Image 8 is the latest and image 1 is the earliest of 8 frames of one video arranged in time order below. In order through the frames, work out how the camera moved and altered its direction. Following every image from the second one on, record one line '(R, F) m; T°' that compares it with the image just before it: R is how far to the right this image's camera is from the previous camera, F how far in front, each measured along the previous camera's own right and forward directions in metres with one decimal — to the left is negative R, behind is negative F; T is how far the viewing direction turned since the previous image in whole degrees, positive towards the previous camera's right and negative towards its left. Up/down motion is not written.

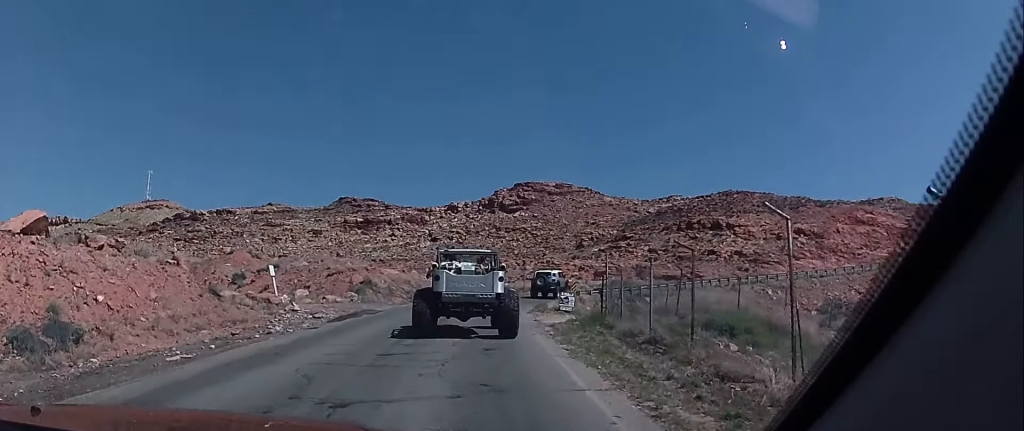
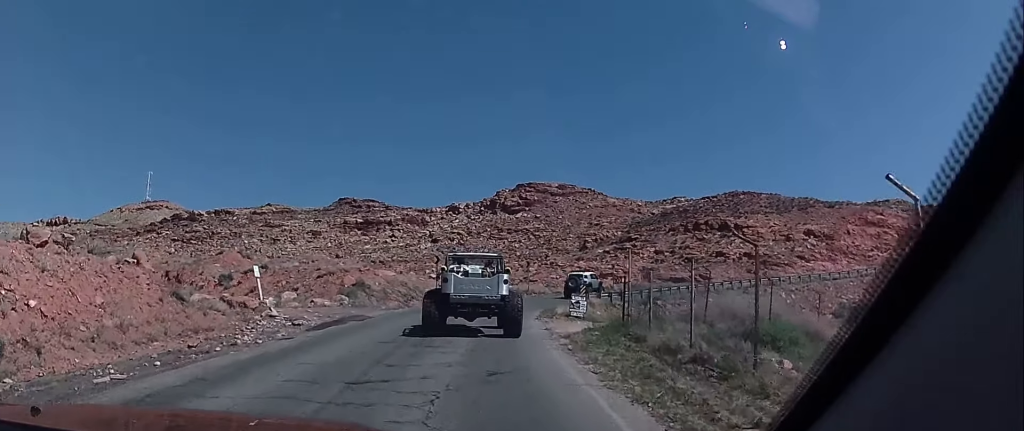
(-0.2, +3.4) m; 0°
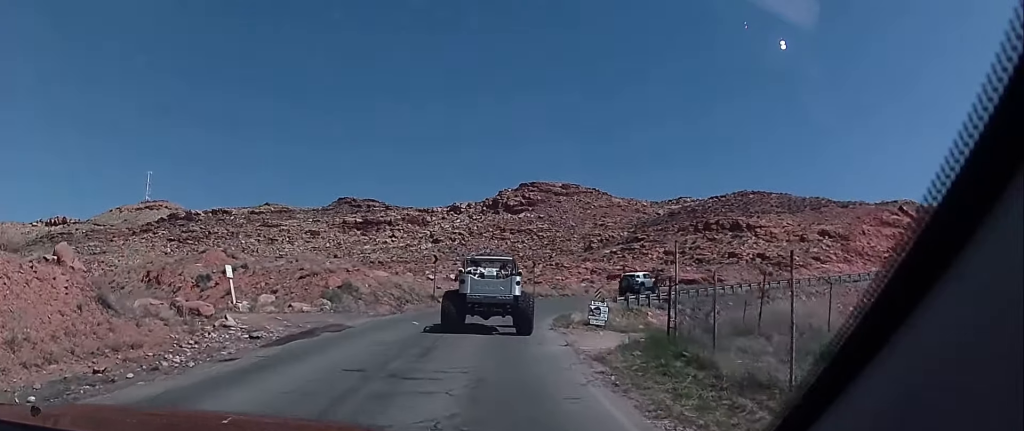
(+0.3, +4.5) m; +4°
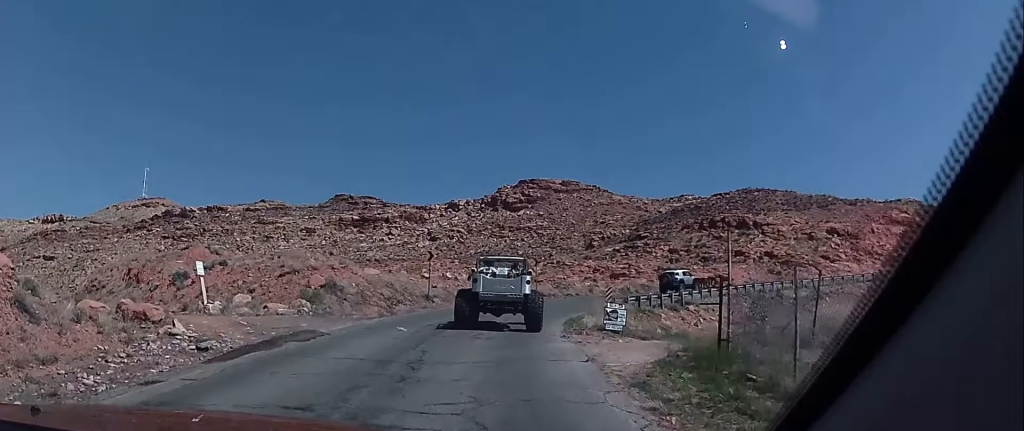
(0.0, +3.2) m; 0°
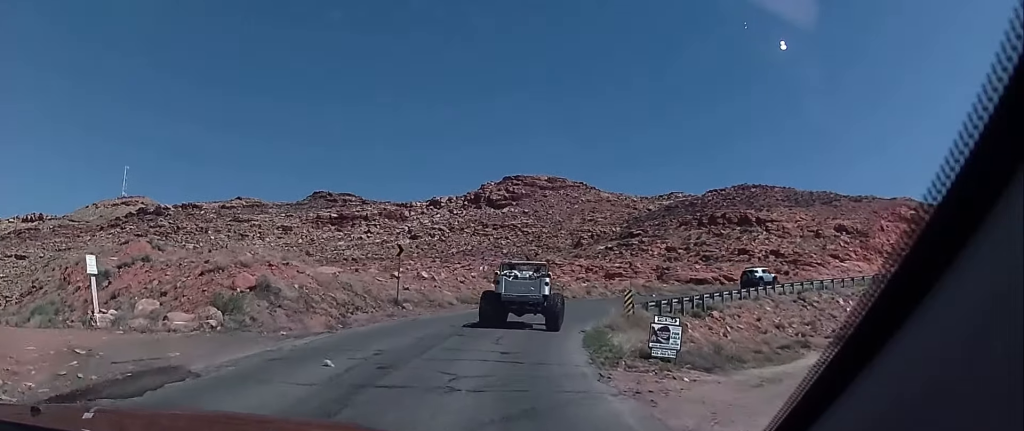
(-0.1, +7.2) m; -2°
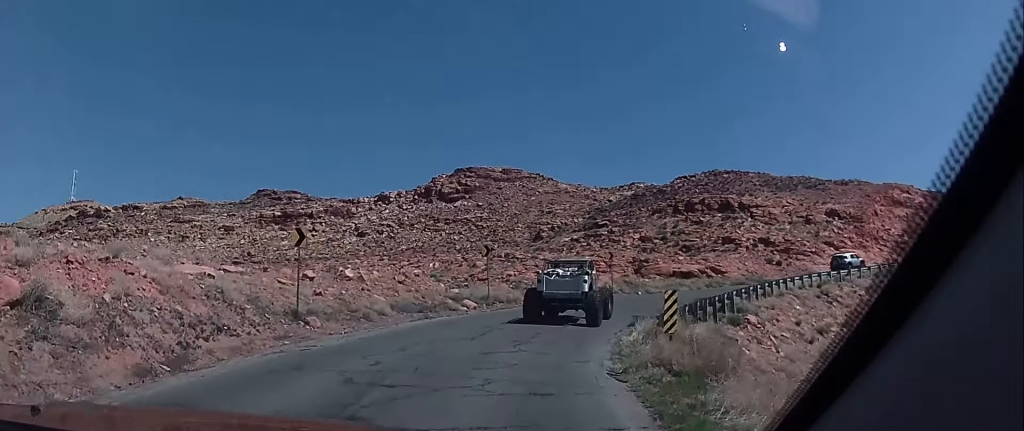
(-0.1, +10.2) m; +2°
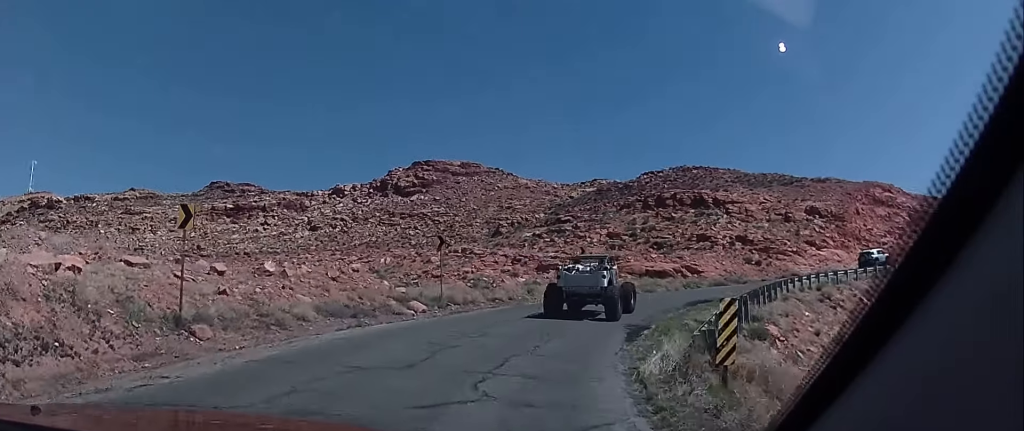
(+0.1, +5.4) m; +5°
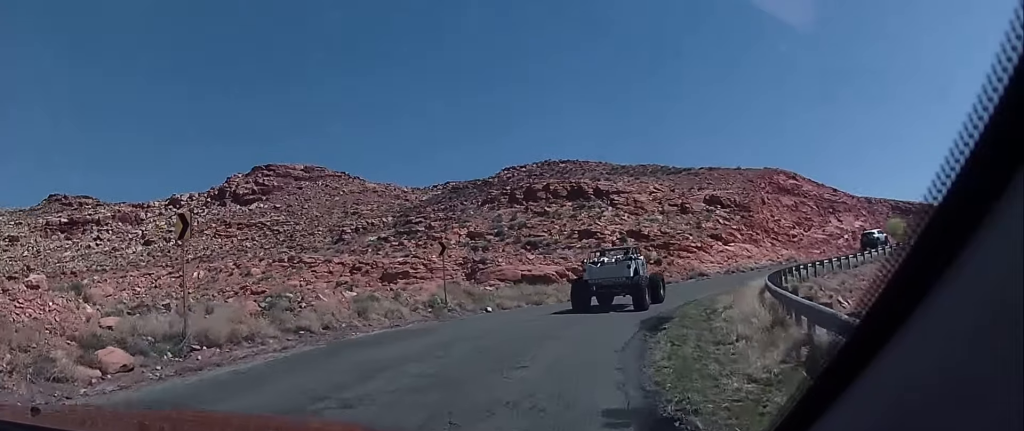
(+1.8, +12.9) m; +14°
